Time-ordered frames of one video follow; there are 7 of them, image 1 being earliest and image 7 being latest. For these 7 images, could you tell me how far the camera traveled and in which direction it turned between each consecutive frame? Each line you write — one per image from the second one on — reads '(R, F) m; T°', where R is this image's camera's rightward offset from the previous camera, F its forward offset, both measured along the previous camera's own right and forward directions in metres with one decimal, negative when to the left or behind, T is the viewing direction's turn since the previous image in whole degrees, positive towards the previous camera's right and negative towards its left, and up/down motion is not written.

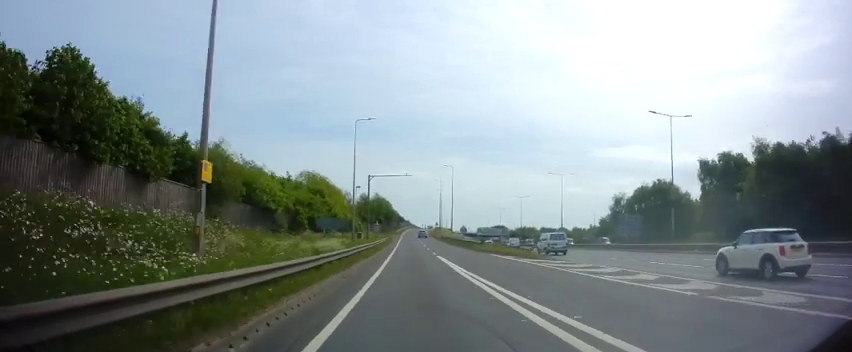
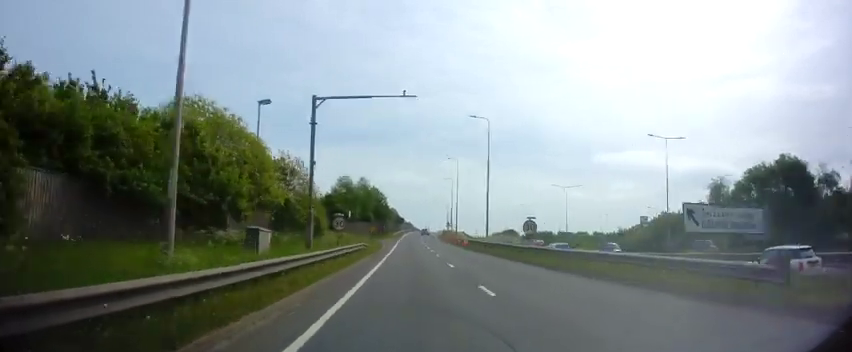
(+0.5, +34.0) m; -1°
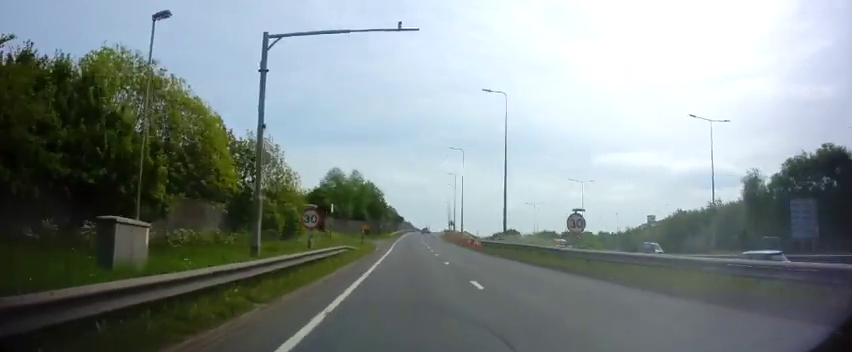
(-0.2, +8.2) m; -1°
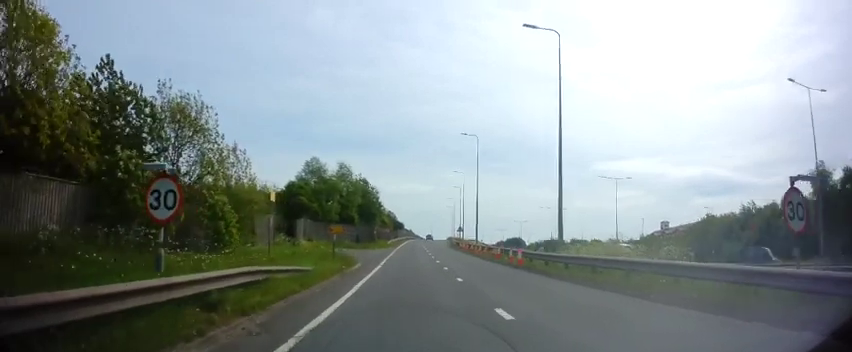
(-0.1, +13.6) m; +3°
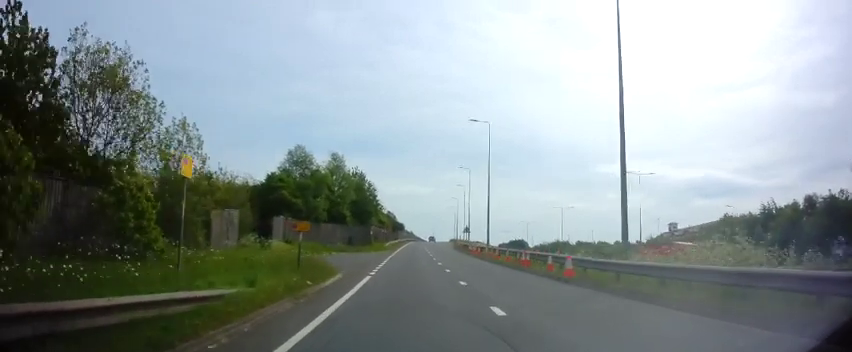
(+0.2, +6.9) m; +2°
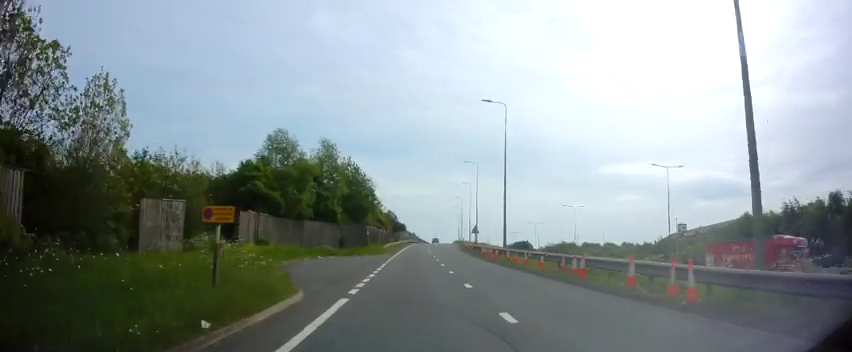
(+0.4, +6.5) m; -2°
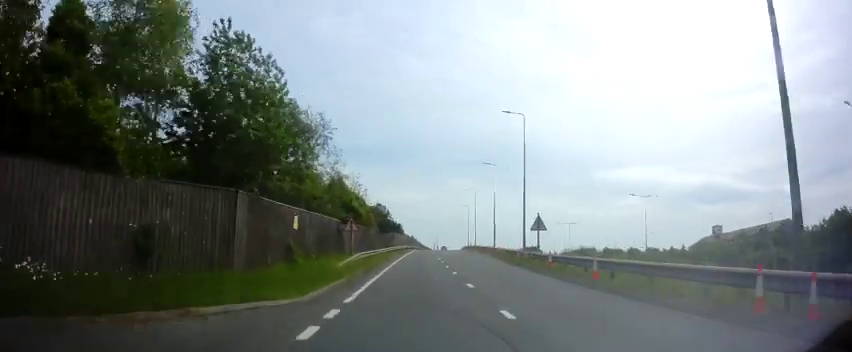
(-1.1, +28.1) m; 0°
